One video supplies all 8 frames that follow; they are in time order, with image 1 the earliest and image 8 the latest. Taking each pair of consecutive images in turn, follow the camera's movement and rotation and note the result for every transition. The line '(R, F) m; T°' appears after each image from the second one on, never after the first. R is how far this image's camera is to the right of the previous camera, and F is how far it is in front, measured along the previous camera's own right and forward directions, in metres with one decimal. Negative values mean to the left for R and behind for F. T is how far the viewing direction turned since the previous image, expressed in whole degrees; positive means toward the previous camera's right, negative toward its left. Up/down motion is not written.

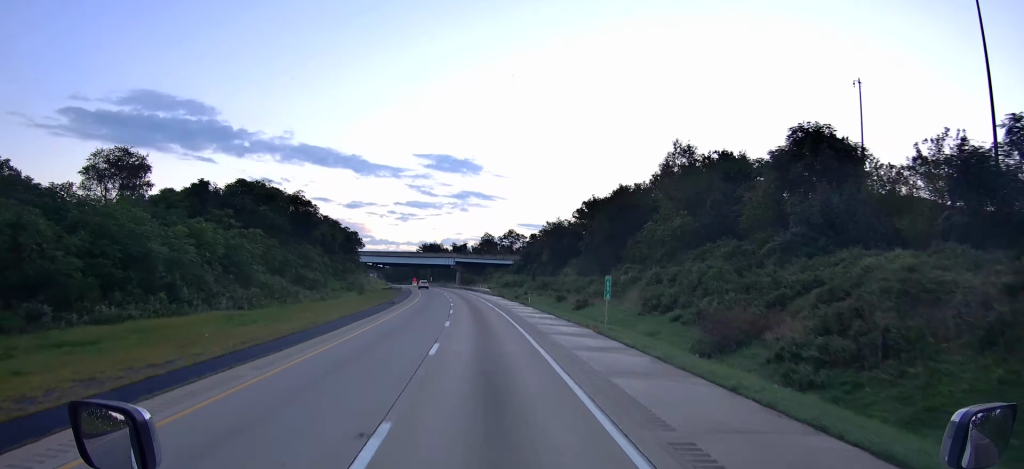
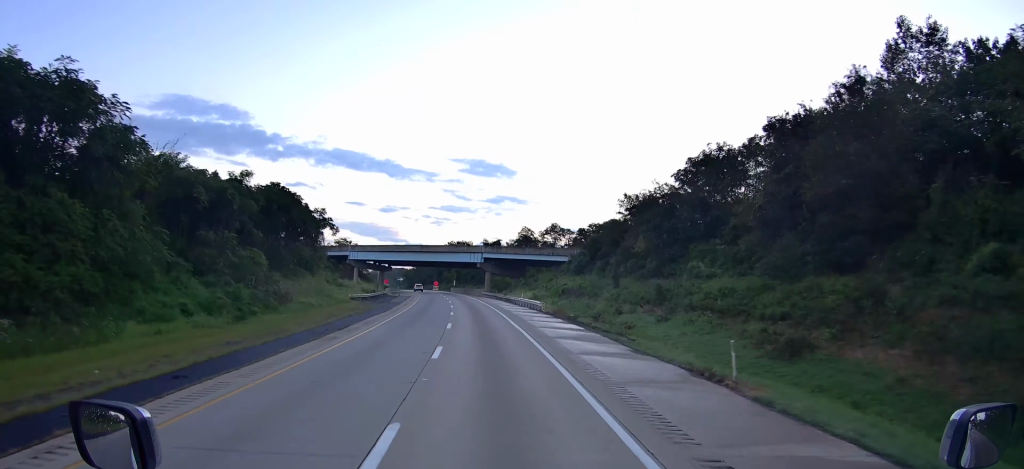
(-2.1, +49.1) m; -3°
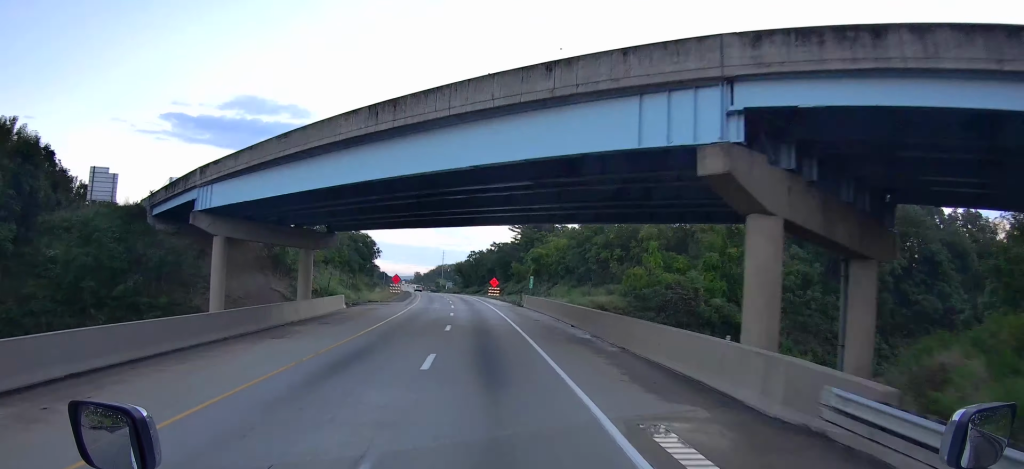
(-5.1, +100.8) m; -6°
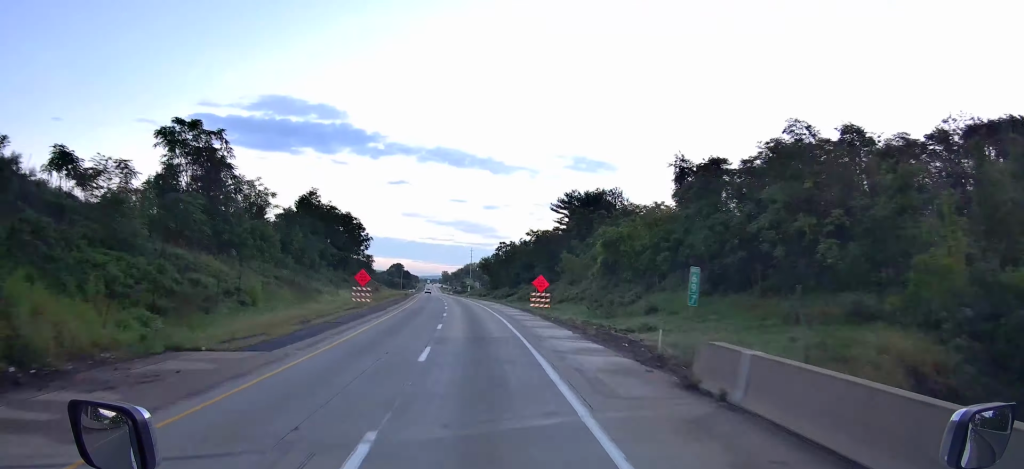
(-1.7, +47.5) m; -3°
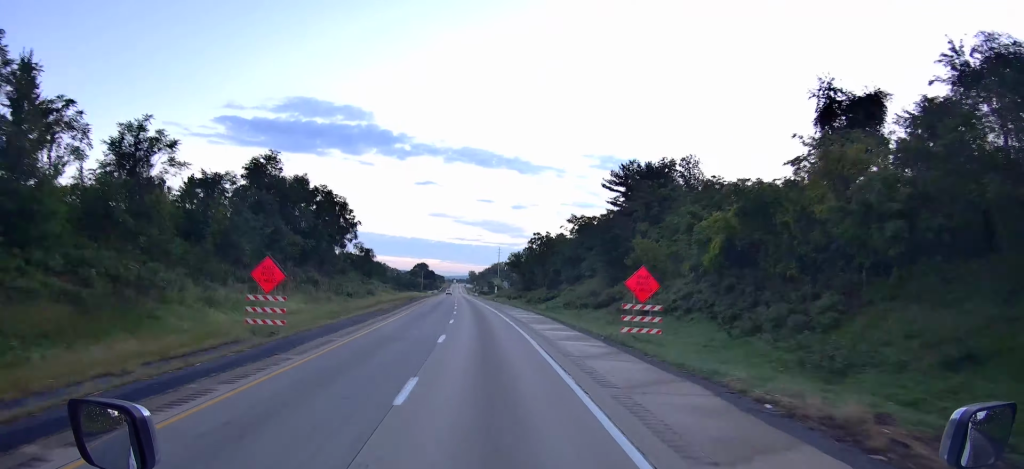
(-0.1, +31.0) m; -2°
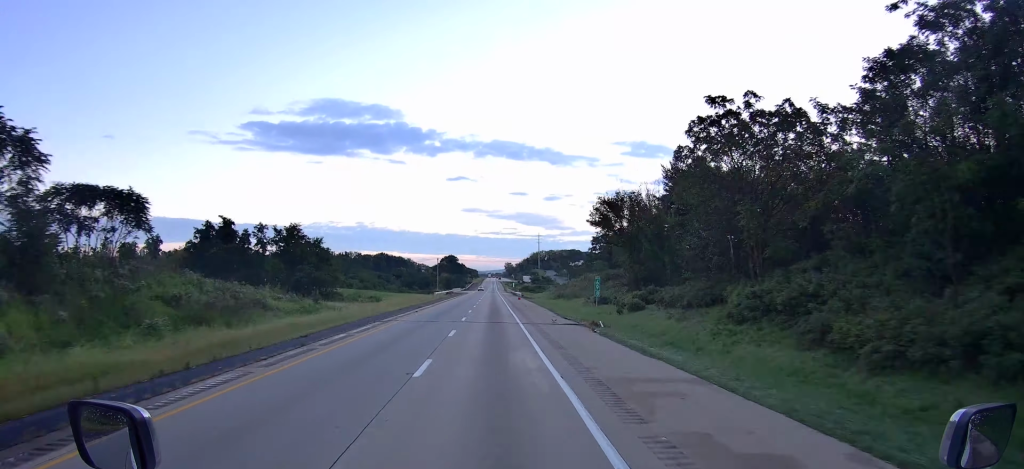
(-4.3, +95.1) m; -4°
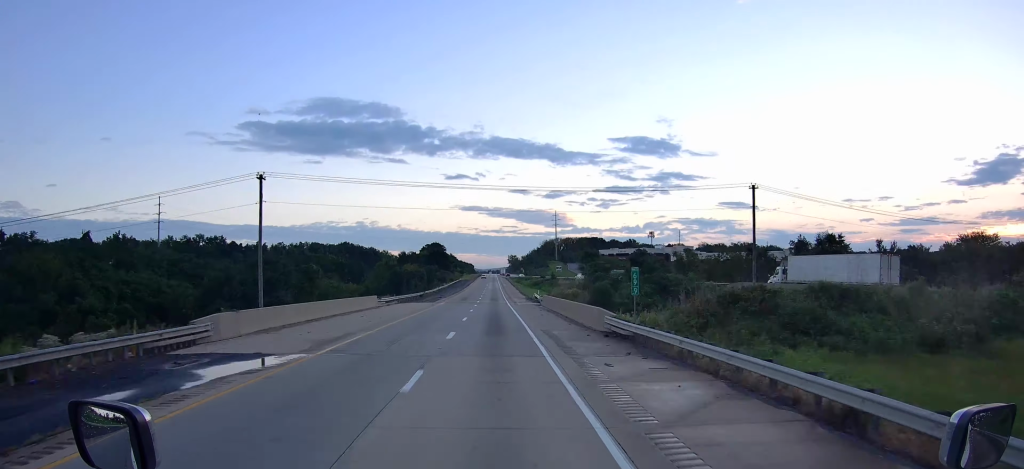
(-2.0, +162.0) m; 0°
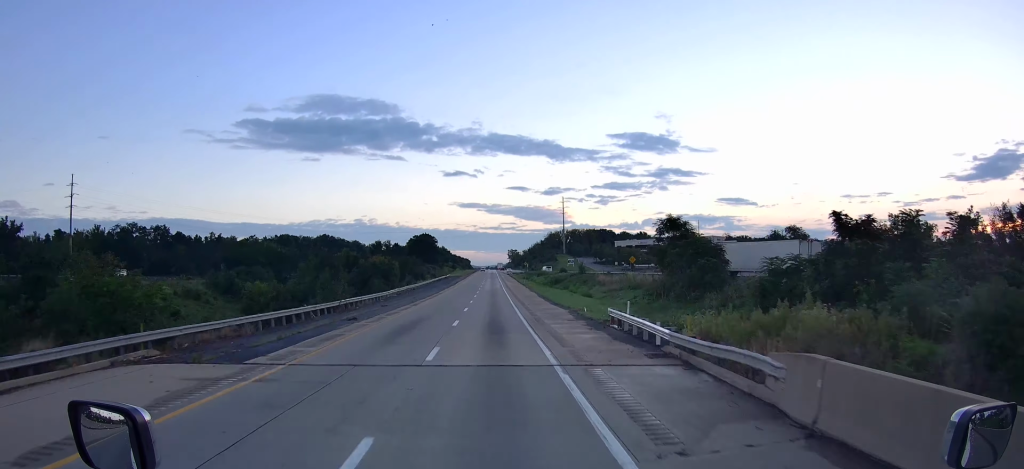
(+0.1, +56.8) m; 0°
